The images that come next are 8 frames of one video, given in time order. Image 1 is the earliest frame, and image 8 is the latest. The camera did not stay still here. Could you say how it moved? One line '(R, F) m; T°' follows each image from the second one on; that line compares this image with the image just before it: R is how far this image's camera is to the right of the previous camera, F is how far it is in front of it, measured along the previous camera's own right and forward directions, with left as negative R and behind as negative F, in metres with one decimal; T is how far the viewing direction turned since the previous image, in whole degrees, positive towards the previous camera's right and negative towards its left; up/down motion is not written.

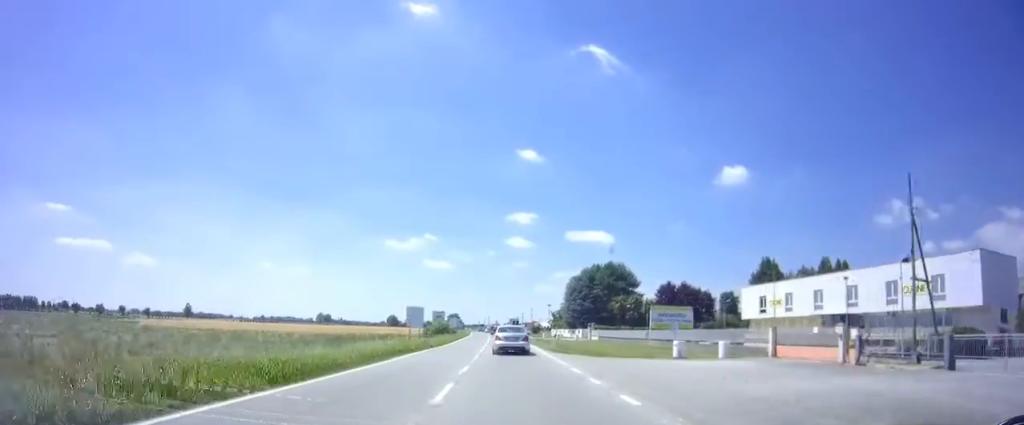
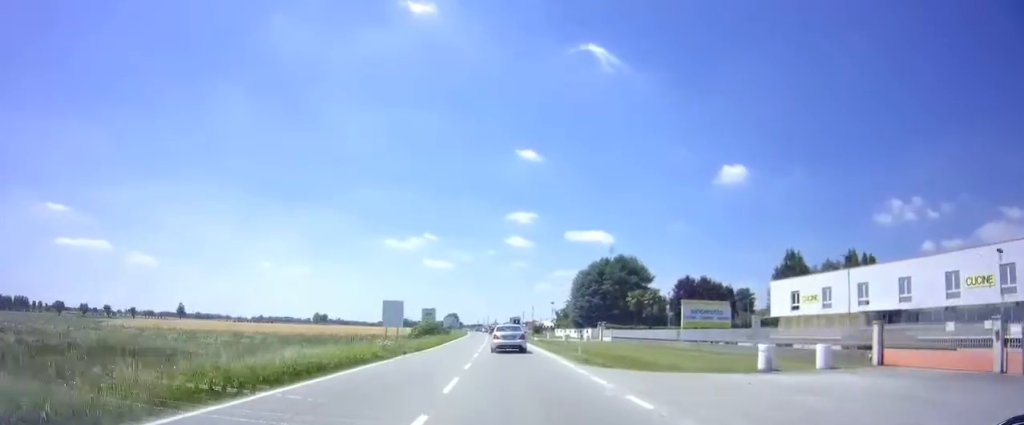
(0.0, +10.6) m; 0°
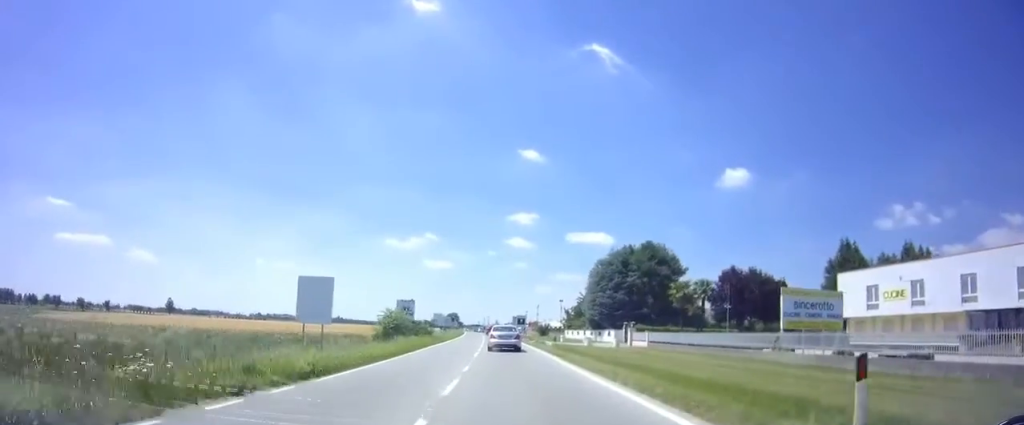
(-0.1, +18.1) m; 0°
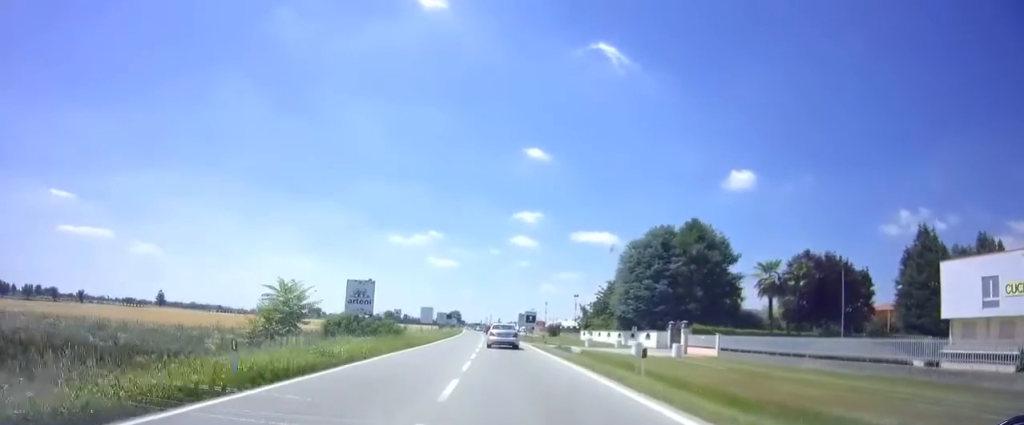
(0.0, +18.8) m; 0°
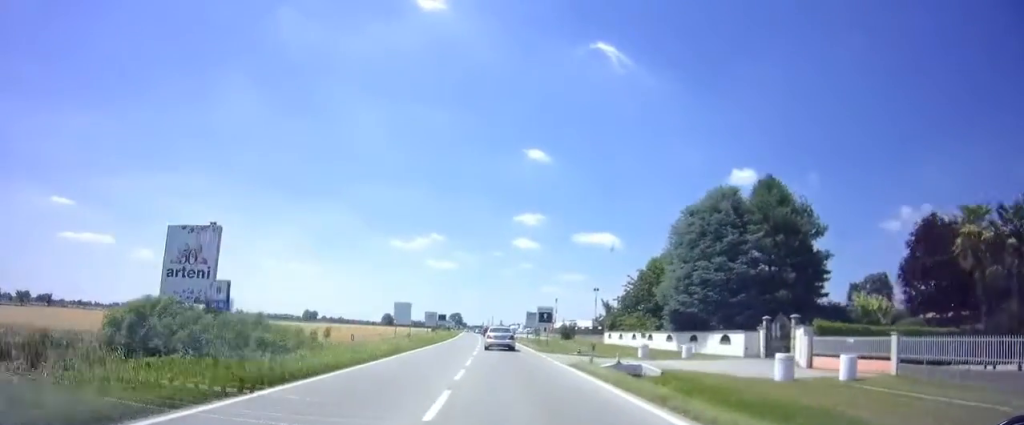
(0.0, +19.6) m; -1°
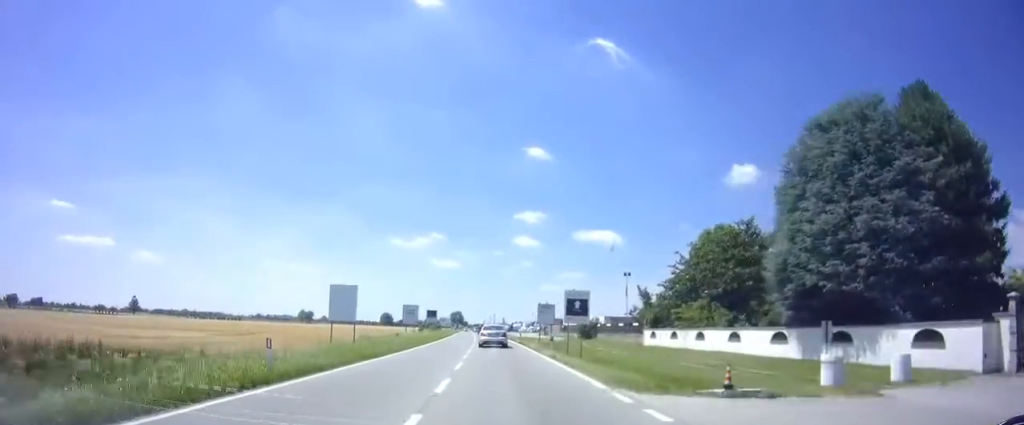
(-0.2, +20.3) m; -1°
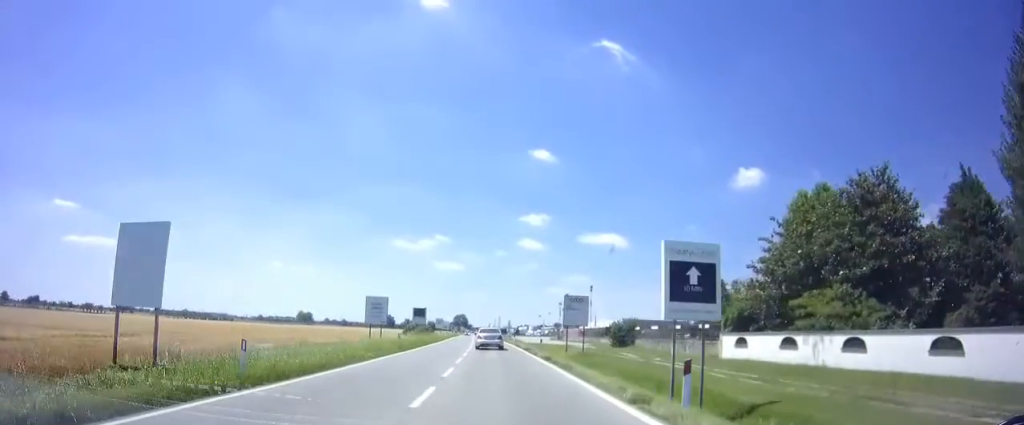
(0.0, +20.6) m; 0°
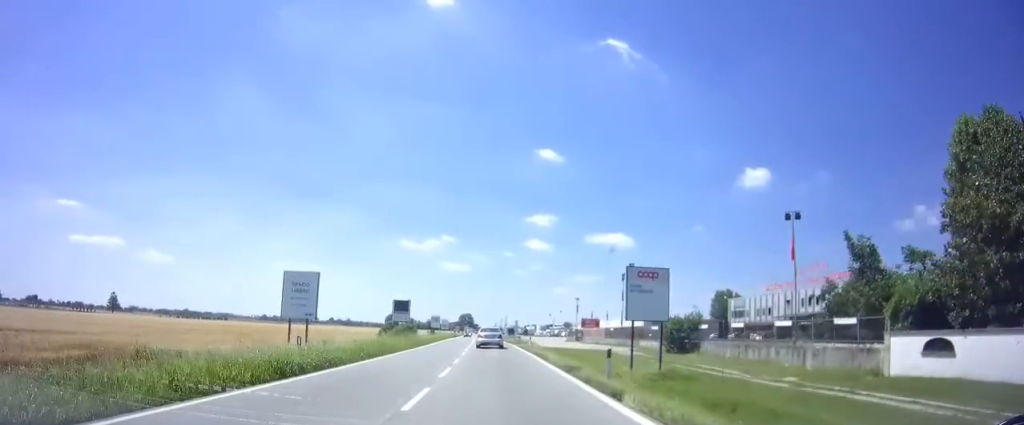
(-0.1, +18.0) m; 0°
